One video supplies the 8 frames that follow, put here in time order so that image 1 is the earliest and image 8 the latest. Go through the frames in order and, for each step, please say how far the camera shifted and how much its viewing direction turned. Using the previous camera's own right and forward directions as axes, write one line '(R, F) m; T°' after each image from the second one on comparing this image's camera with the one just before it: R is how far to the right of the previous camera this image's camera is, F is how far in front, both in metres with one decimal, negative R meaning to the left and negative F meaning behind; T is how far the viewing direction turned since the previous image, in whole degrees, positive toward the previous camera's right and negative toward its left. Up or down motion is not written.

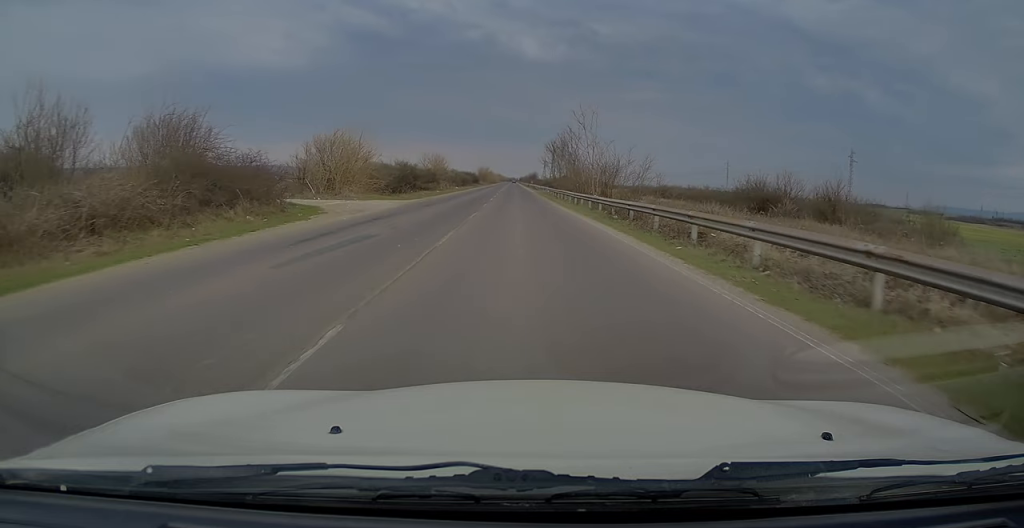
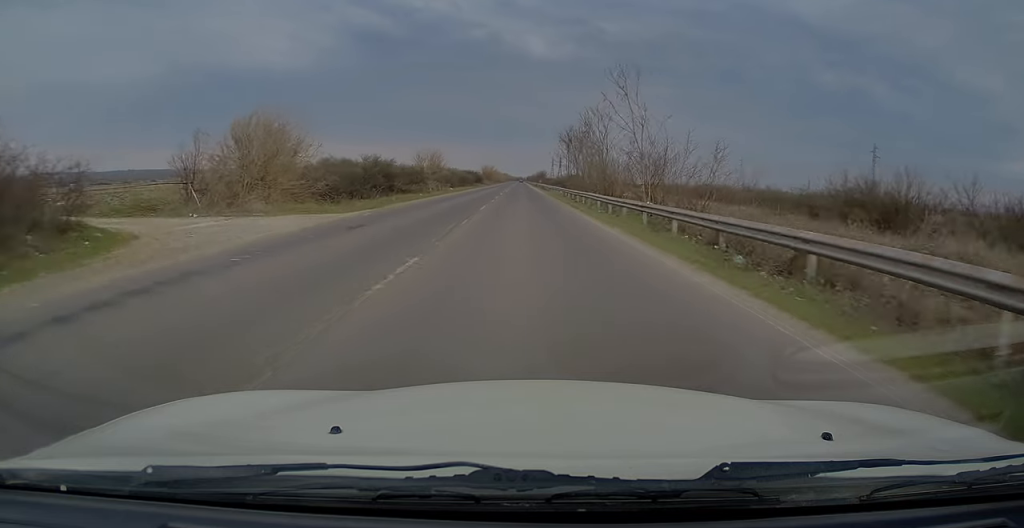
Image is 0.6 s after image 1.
(-0.1, +13.6) m; -1°
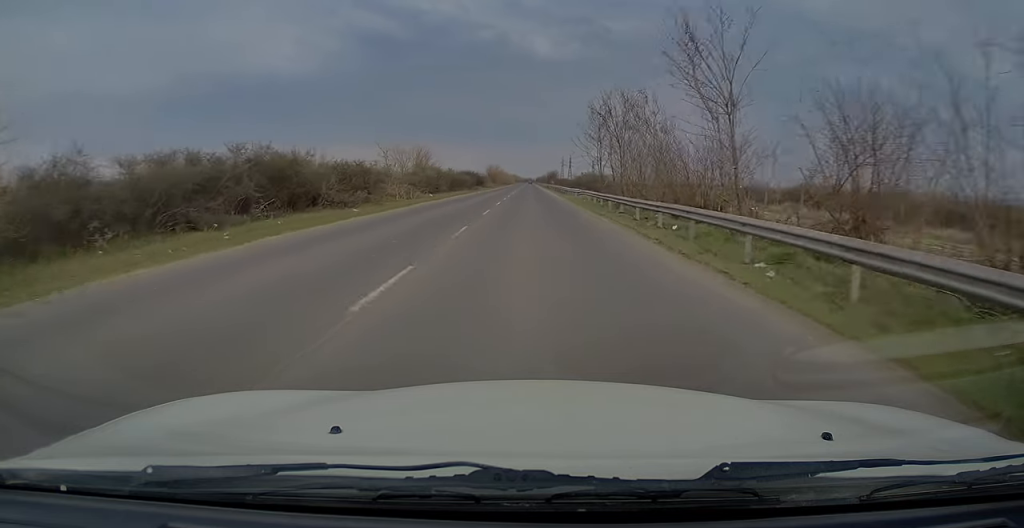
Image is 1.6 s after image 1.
(-0.3, +20.2) m; -1°
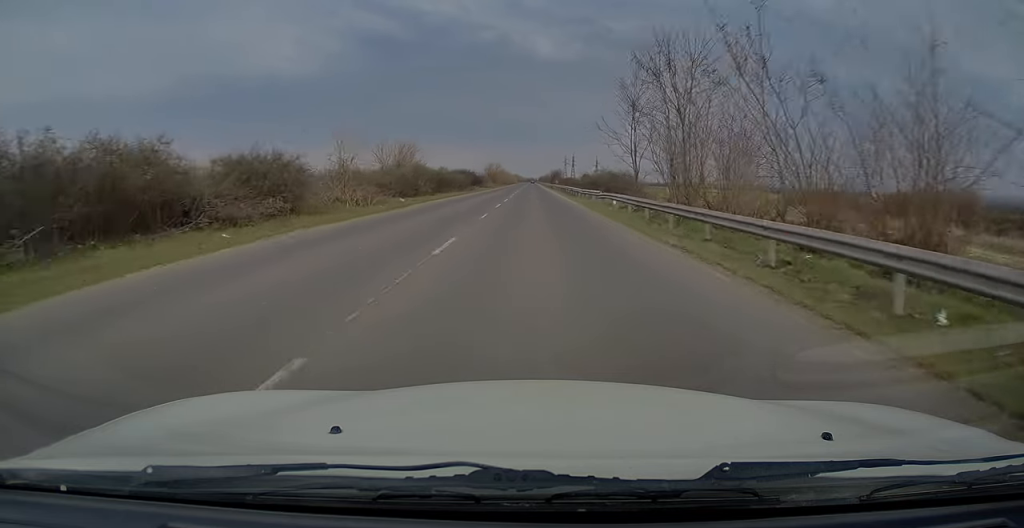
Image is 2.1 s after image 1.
(-0.1, +12.2) m; 0°
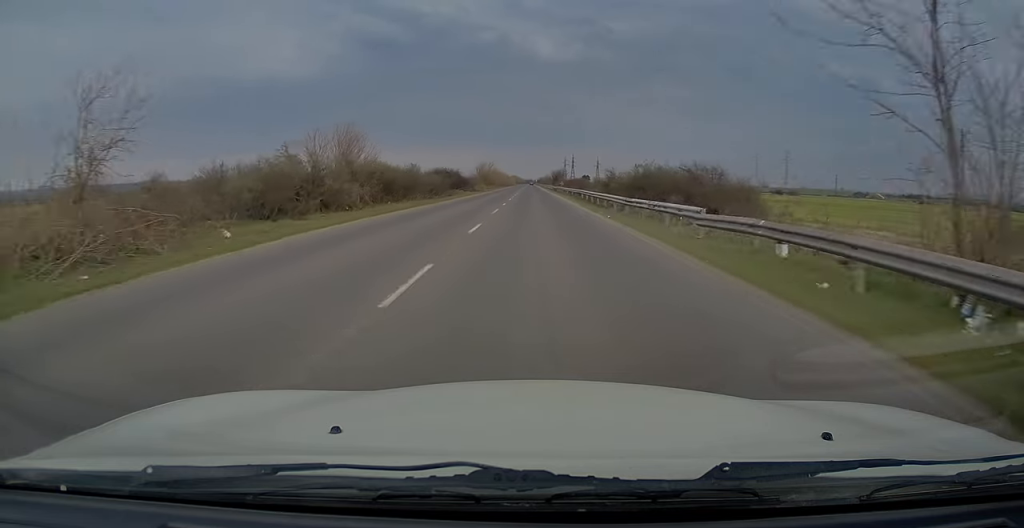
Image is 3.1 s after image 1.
(+0.1, +21.6) m; +1°
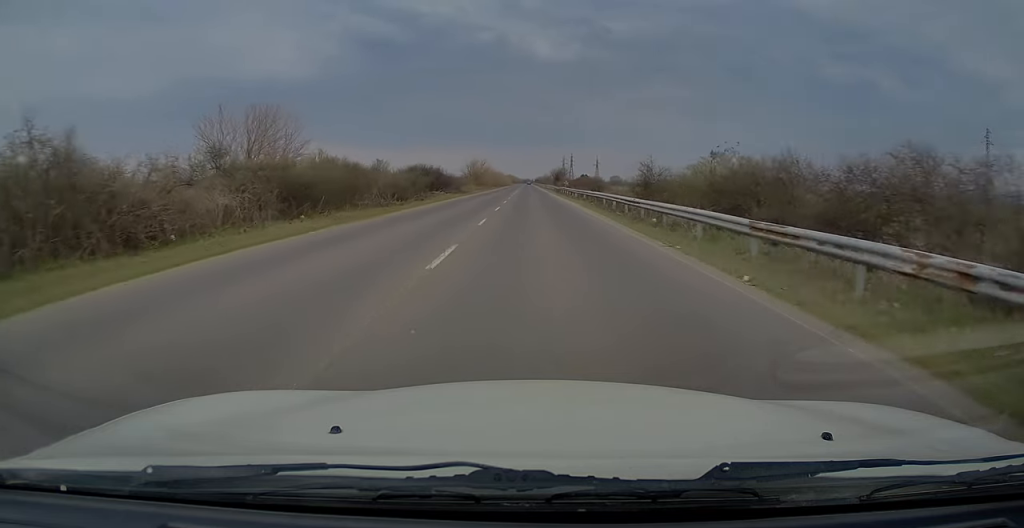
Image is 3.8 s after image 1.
(+0.3, +15.2) m; 0°
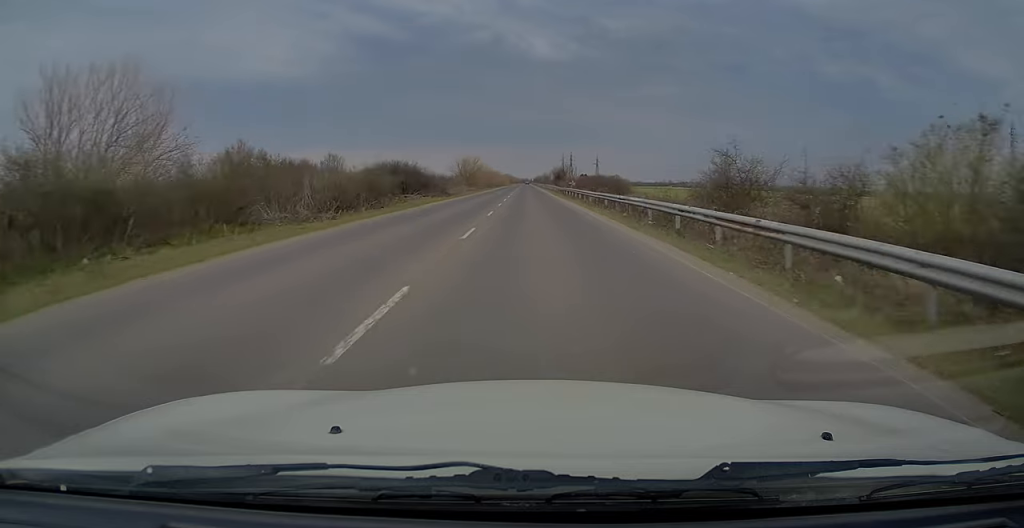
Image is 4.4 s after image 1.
(-0.1, +13.1) m; 0°
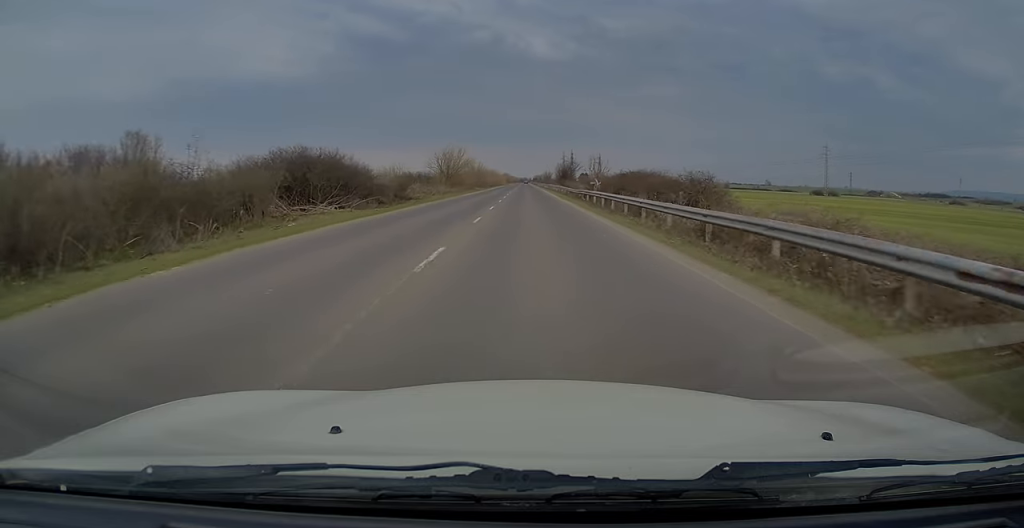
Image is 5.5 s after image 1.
(-0.1, +22.6) m; 0°
